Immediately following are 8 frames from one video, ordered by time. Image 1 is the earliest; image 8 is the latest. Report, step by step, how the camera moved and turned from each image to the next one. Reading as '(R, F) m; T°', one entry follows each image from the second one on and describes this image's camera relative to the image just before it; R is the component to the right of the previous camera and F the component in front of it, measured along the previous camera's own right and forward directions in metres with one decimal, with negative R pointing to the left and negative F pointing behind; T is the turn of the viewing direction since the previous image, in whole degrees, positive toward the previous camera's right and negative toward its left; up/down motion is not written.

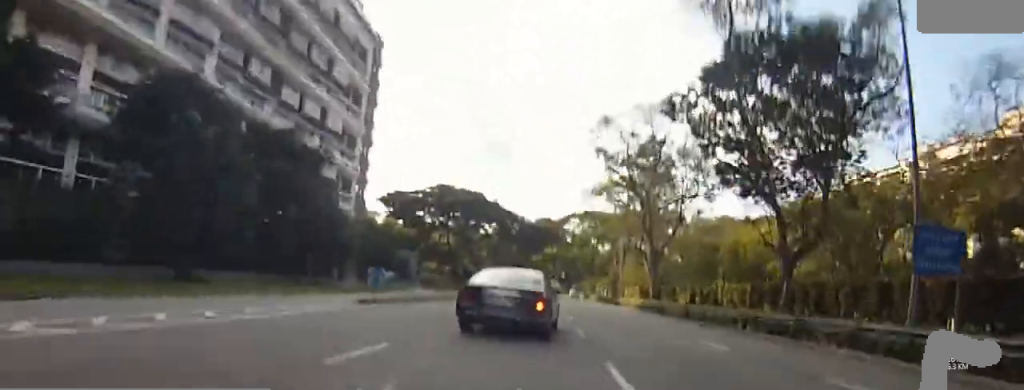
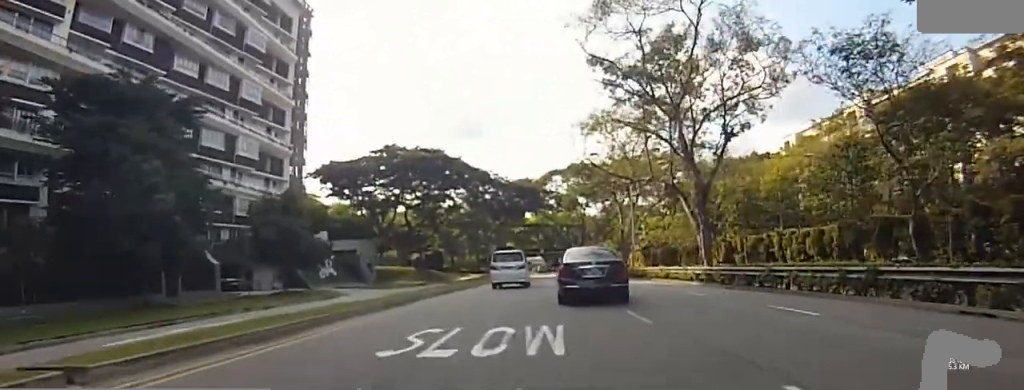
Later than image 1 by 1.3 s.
(-0.1, +17.3) m; 0°
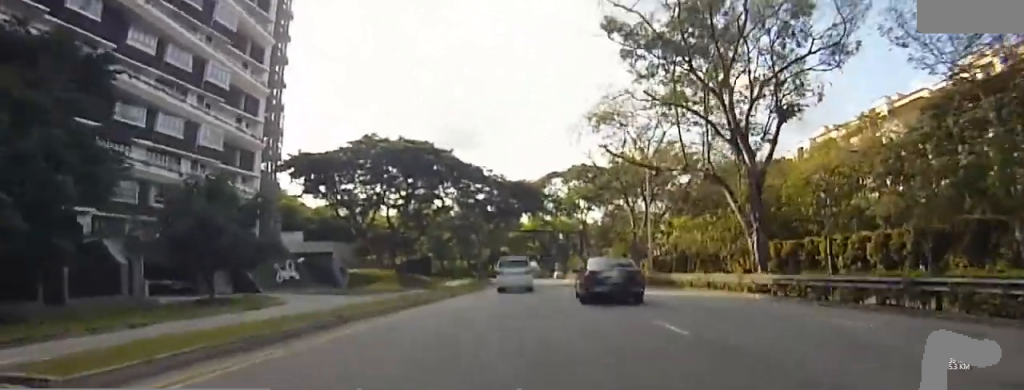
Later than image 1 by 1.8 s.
(+0.1, +8.0) m; 0°
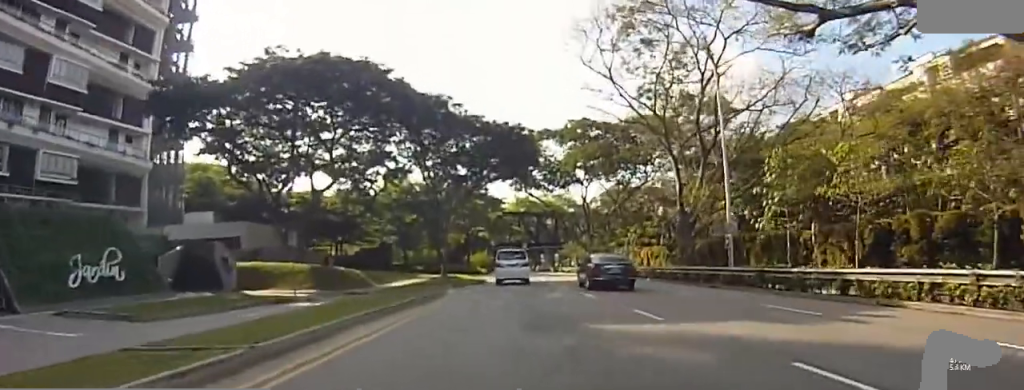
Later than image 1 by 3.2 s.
(-0.1, +19.3) m; -1°
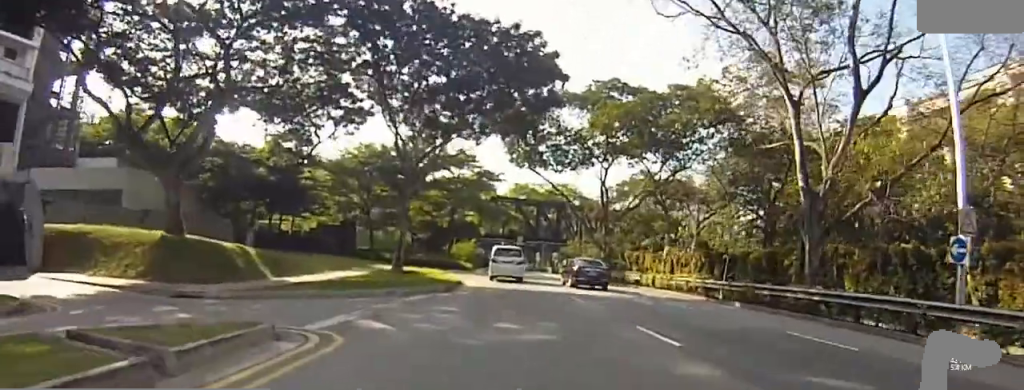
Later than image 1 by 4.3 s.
(0.0, +15.0) m; +1°
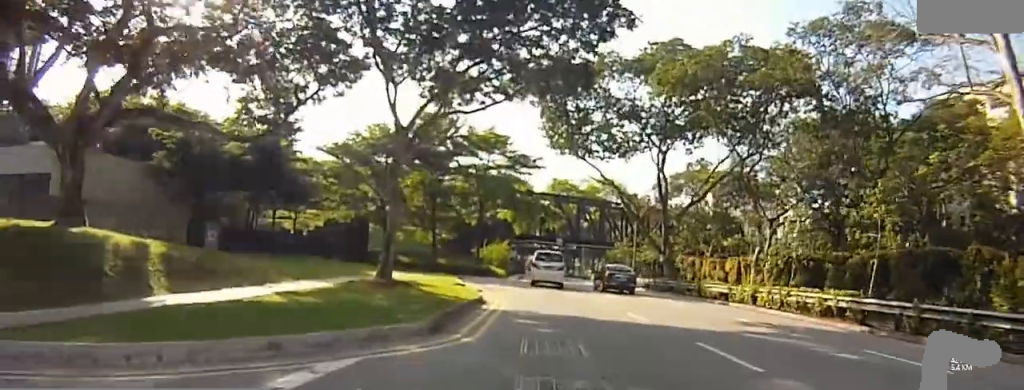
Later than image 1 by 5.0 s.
(+0.1, +8.9) m; +1°
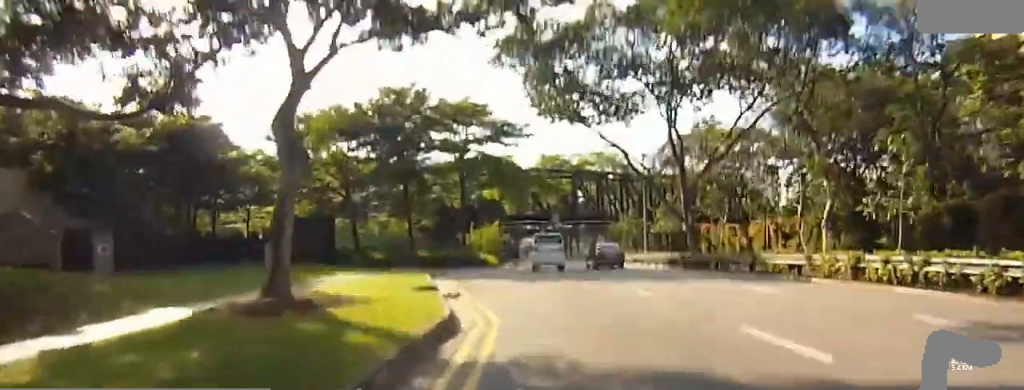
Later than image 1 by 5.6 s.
(0.0, +7.5) m; +1°
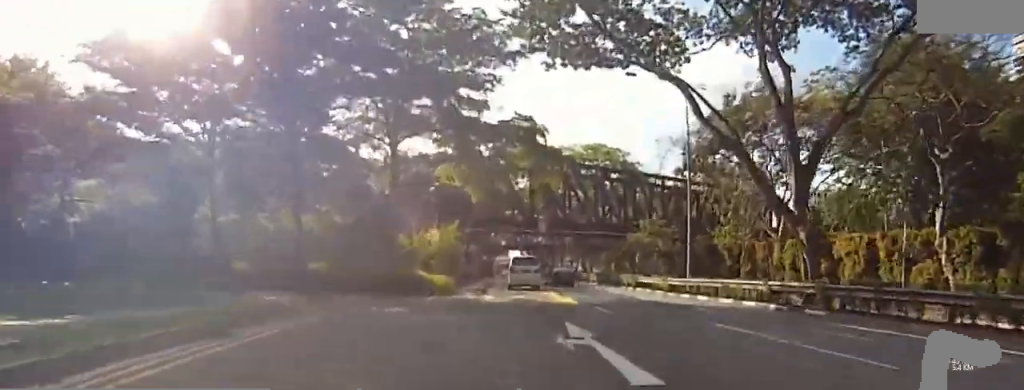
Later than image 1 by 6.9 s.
(+0.3, +17.7) m; +2°
